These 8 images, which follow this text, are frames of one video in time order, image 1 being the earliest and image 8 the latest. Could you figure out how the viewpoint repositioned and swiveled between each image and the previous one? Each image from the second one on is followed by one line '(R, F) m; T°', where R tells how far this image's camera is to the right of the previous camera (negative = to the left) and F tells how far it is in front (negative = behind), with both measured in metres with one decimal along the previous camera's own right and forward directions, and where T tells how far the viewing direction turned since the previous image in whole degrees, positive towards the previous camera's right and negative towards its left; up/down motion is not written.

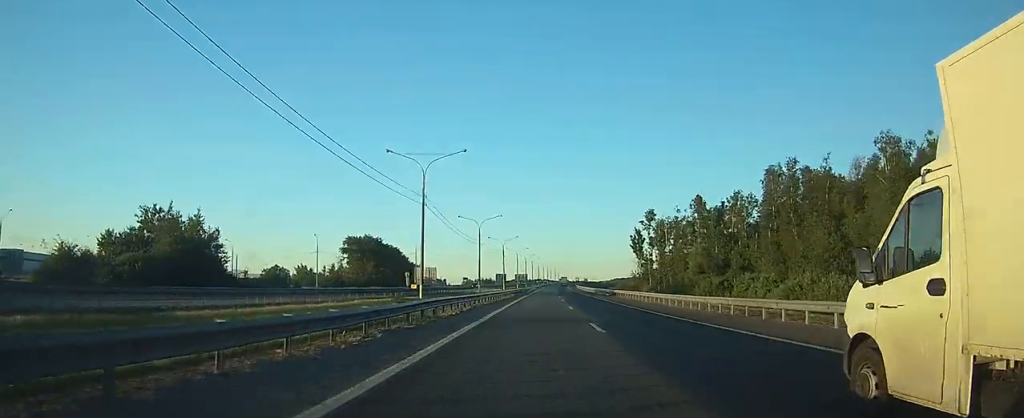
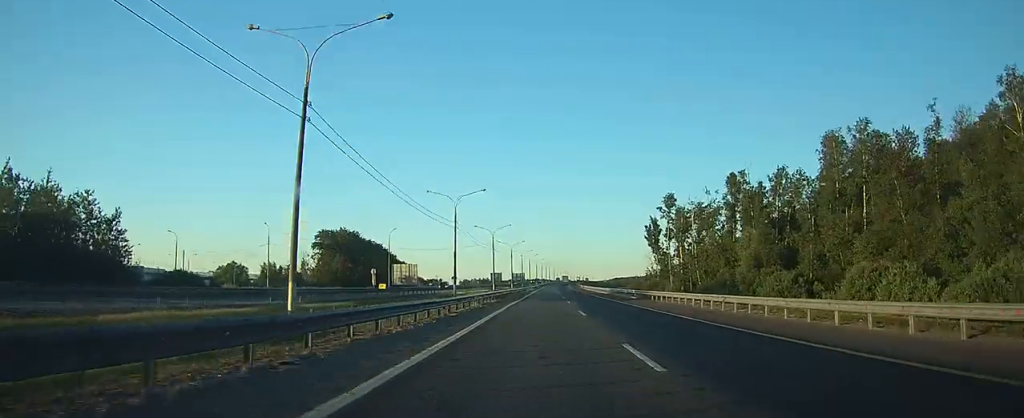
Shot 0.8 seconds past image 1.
(0.0, +23.7) m; 0°
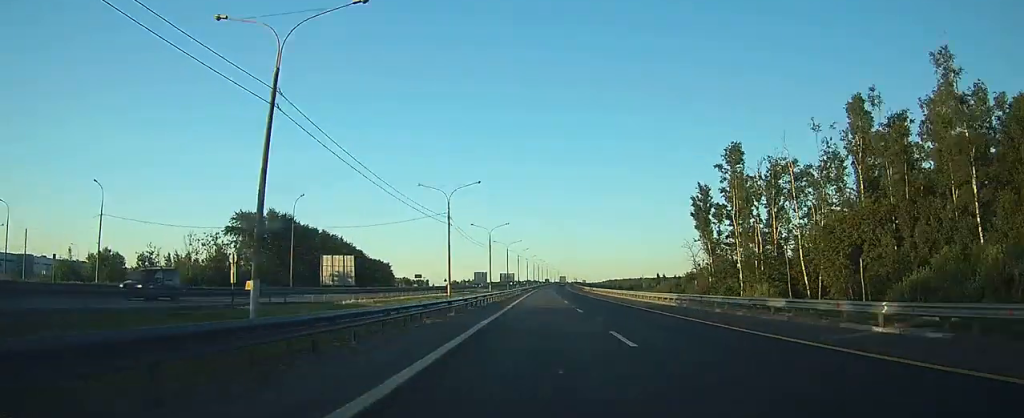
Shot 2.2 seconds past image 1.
(+0.2, +44.4) m; +1°
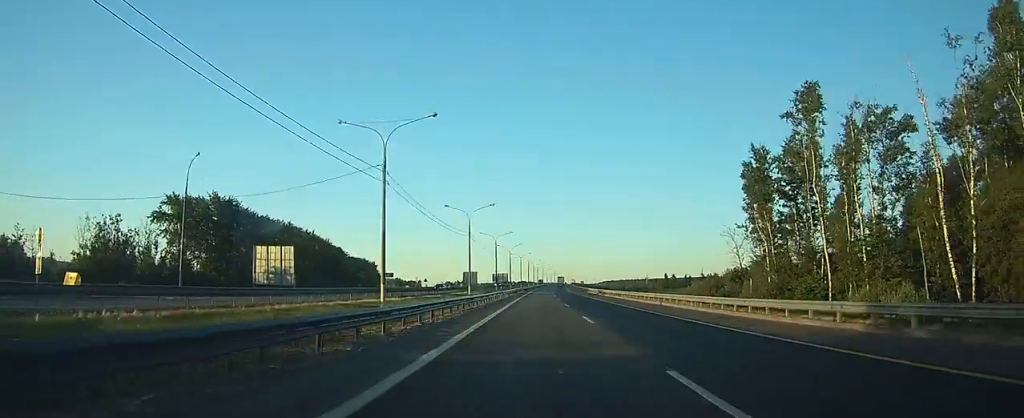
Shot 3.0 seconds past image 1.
(+0.1, +23.8) m; 0°
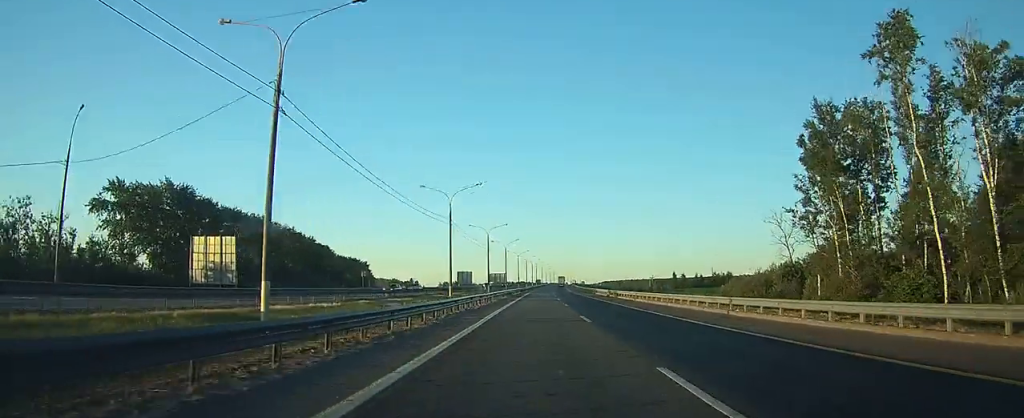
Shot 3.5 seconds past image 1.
(0.0, +15.5) m; 0°
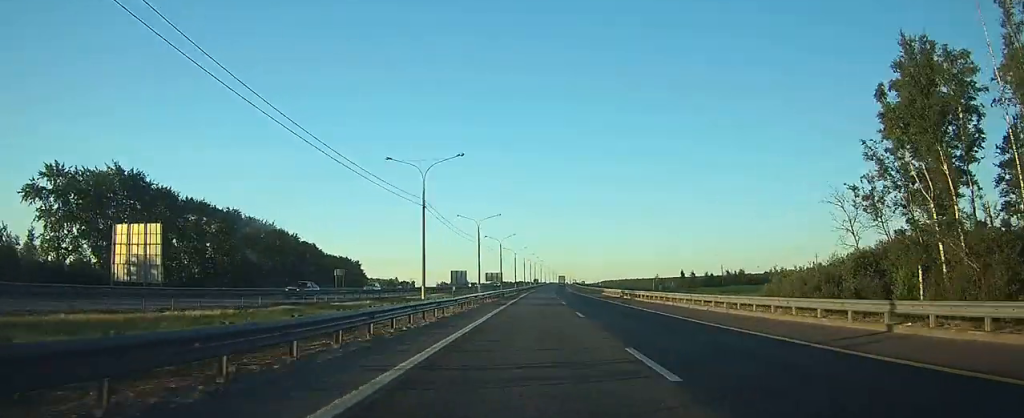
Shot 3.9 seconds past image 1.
(0.0, +13.4) m; 0°
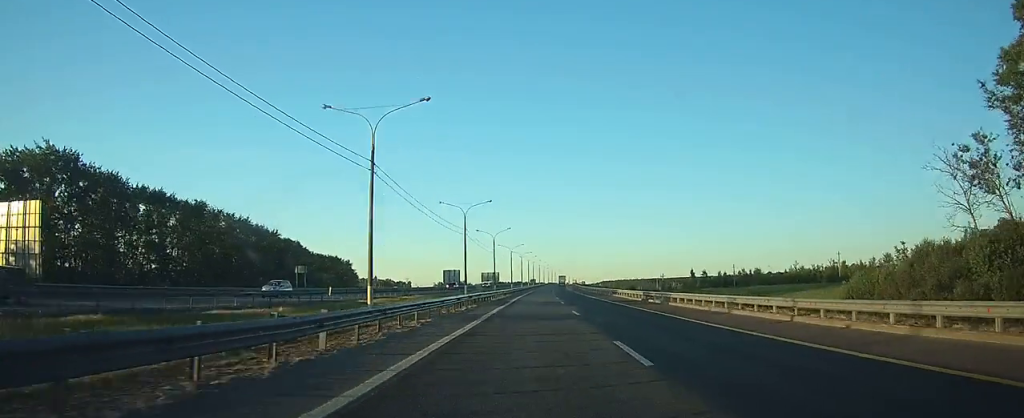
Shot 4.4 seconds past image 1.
(0.0, +14.4) m; 0°
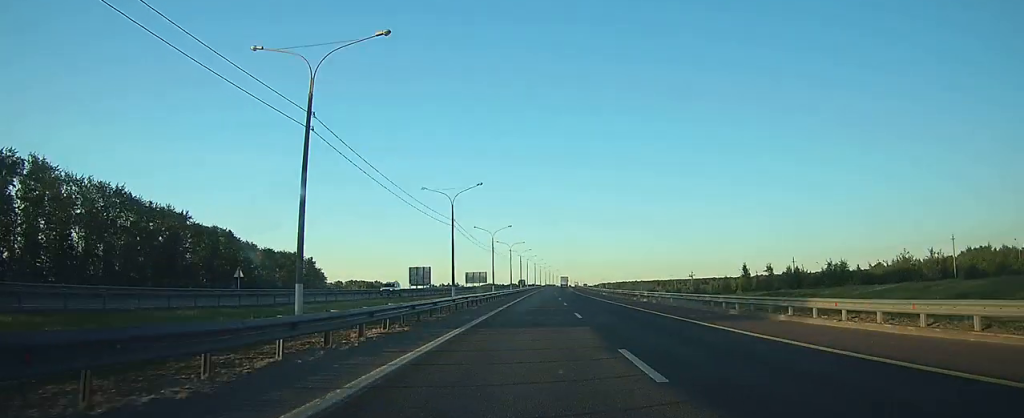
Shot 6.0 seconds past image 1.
(+0.5, +49.4) m; +1°
